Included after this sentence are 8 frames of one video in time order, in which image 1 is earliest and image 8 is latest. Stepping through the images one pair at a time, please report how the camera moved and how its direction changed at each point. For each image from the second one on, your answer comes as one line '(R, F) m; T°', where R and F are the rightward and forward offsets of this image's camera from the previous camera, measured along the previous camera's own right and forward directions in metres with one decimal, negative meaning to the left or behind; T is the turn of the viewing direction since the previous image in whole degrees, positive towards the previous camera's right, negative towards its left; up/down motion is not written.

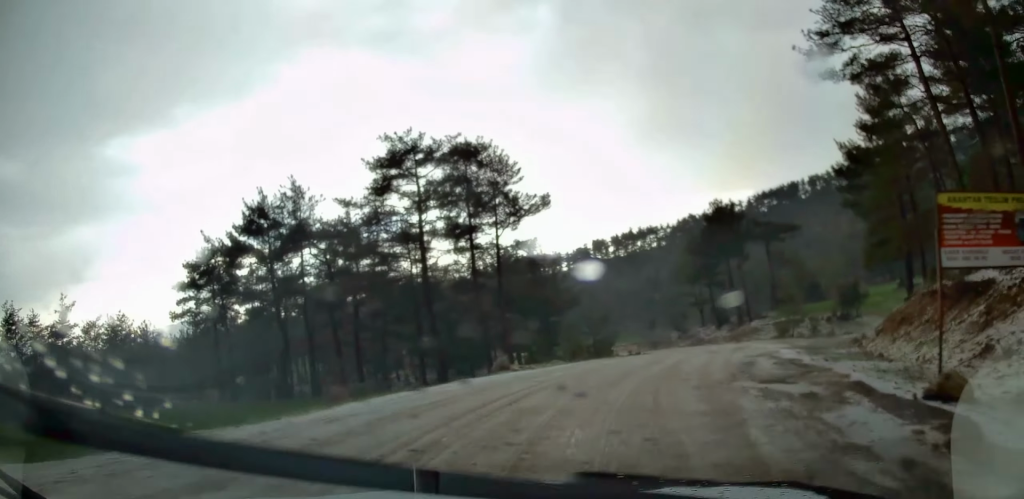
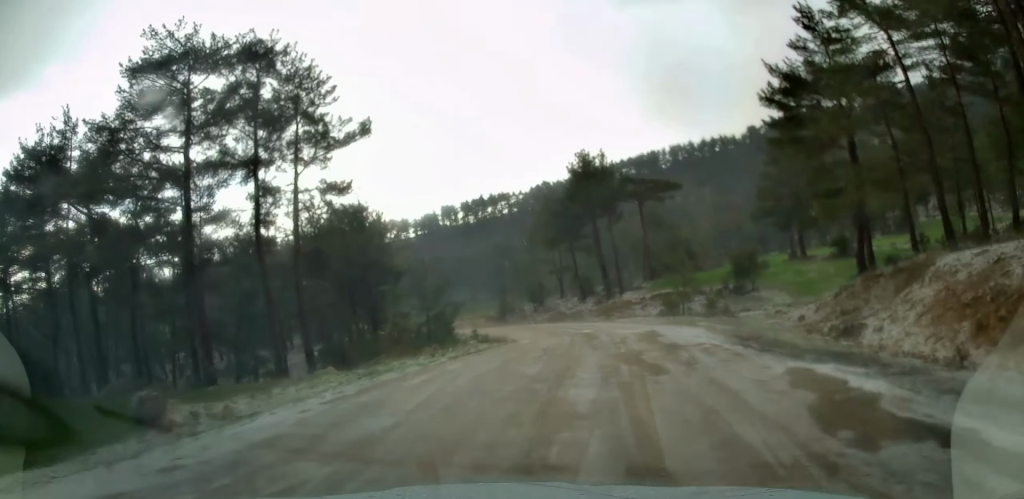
(+1.1, +13.7) m; +9°
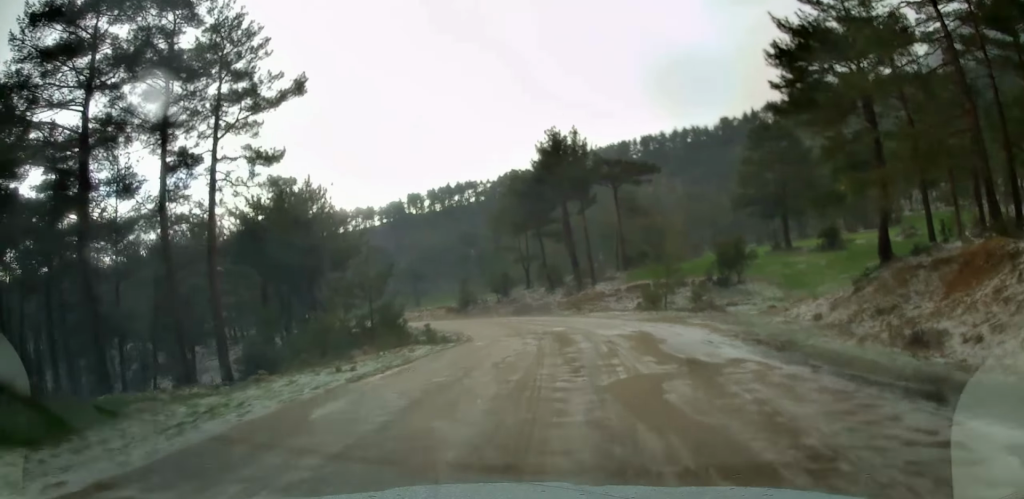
(+0.2, +5.9) m; +4°
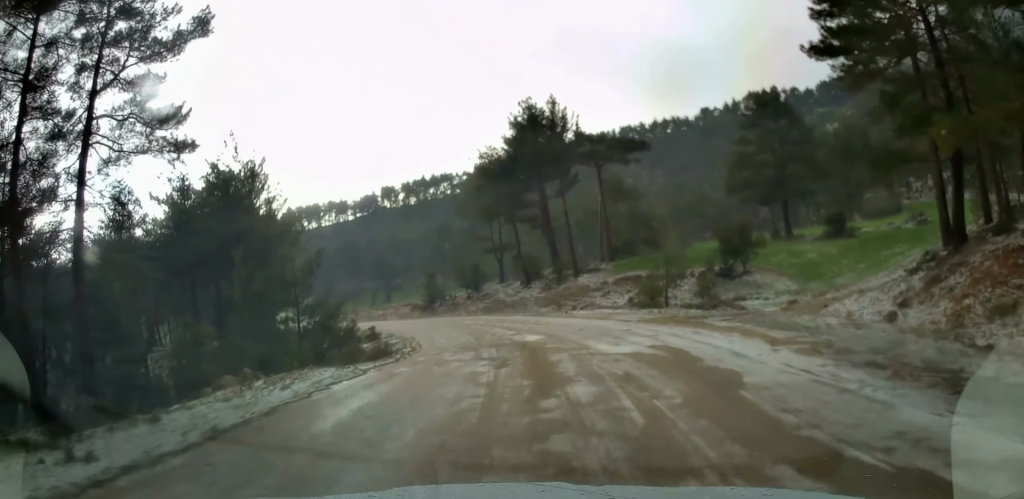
(+0.4, +8.1) m; +3°
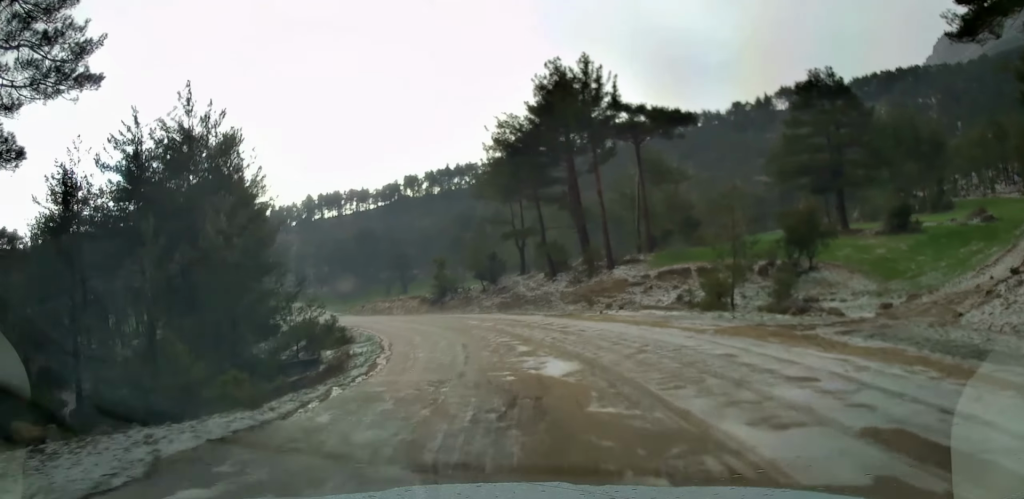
(+0.1, +9.2) m; -2°
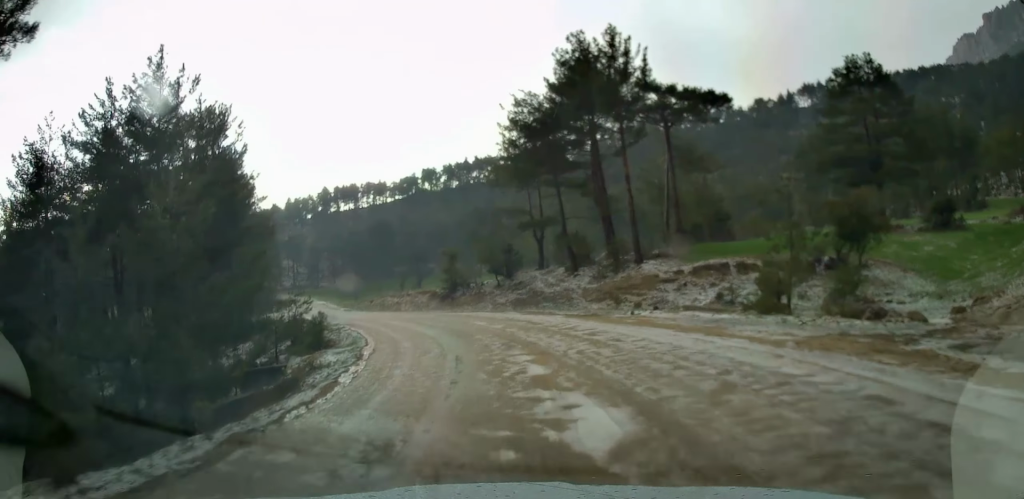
(-0.1, +5.0) m; -3°
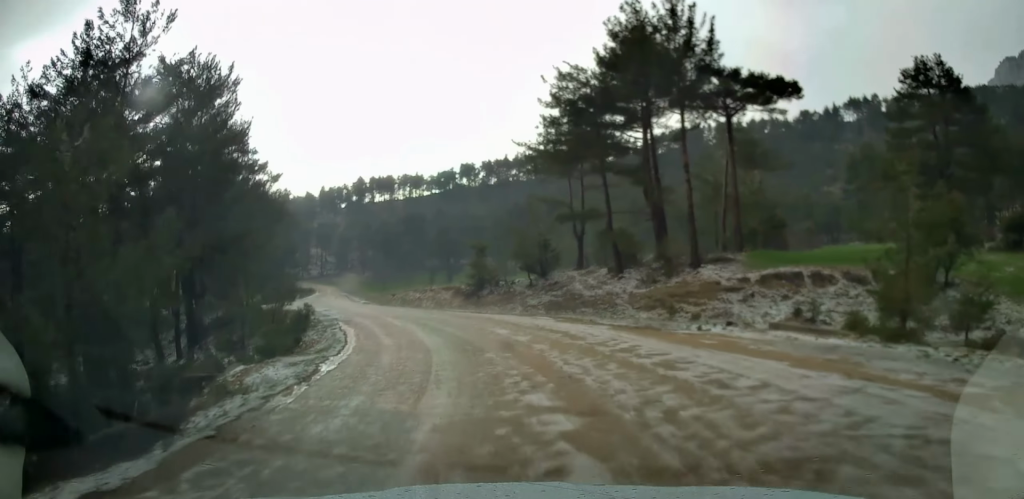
(-0.2, +6.3) m; -5°
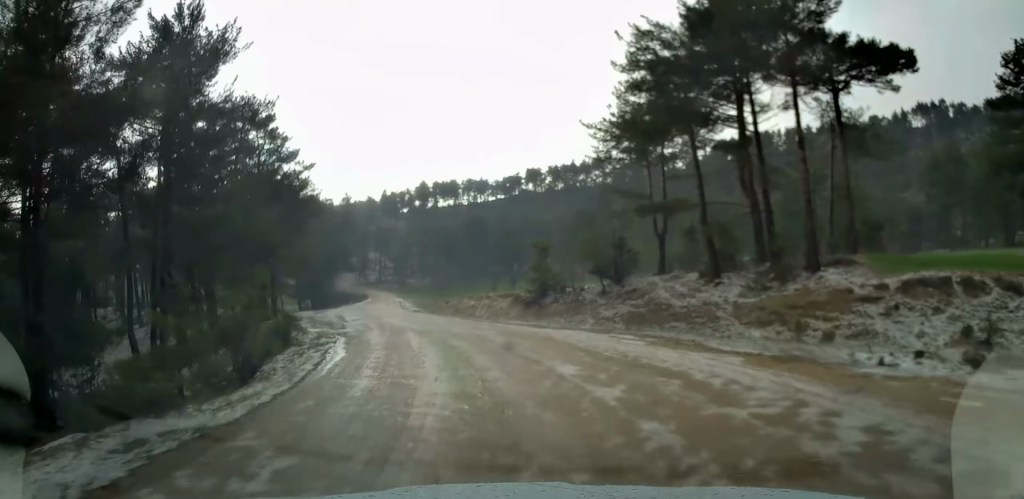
(-0.5, +8.2) m; -7°
